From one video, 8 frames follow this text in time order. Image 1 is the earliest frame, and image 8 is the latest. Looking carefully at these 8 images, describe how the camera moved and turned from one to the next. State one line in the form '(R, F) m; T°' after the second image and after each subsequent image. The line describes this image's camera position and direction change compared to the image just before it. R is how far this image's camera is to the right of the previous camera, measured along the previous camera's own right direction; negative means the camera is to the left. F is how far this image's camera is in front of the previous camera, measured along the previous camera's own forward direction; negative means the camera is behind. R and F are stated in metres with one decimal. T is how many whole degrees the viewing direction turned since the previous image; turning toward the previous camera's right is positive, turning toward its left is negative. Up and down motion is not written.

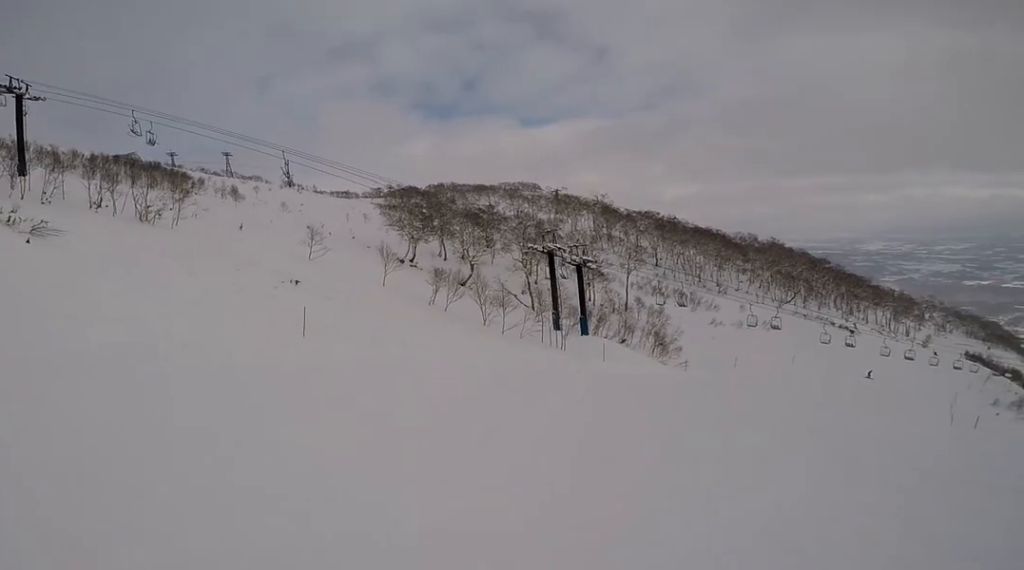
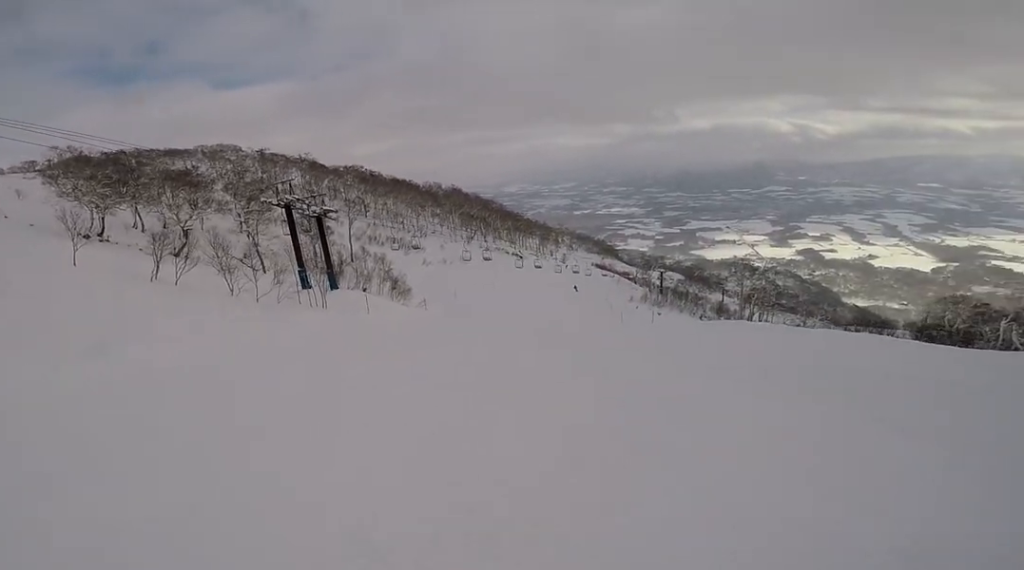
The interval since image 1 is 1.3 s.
(+0.7, +4.6) m; +19°
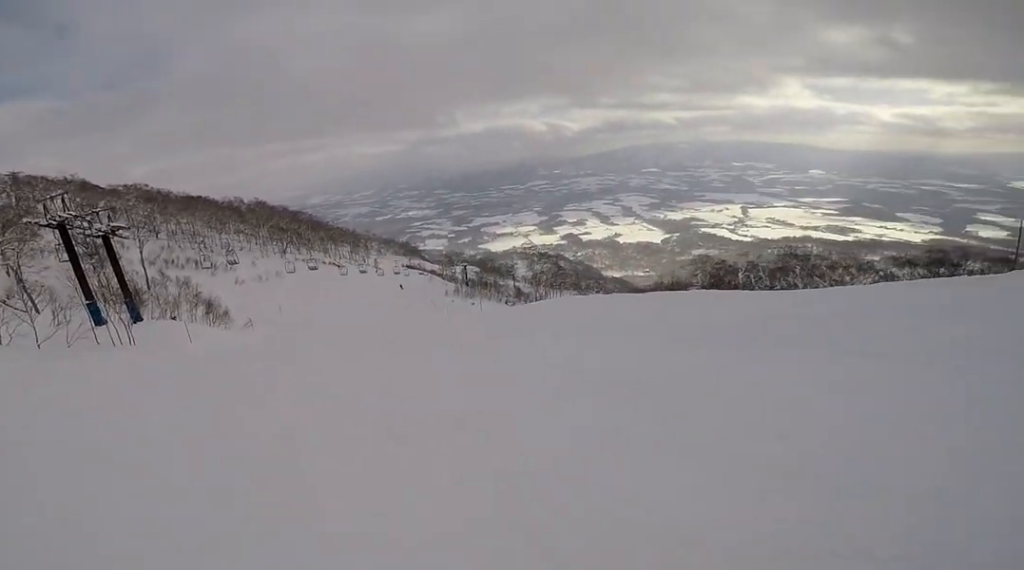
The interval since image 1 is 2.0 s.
(+0.3, +2.5) m; +9°
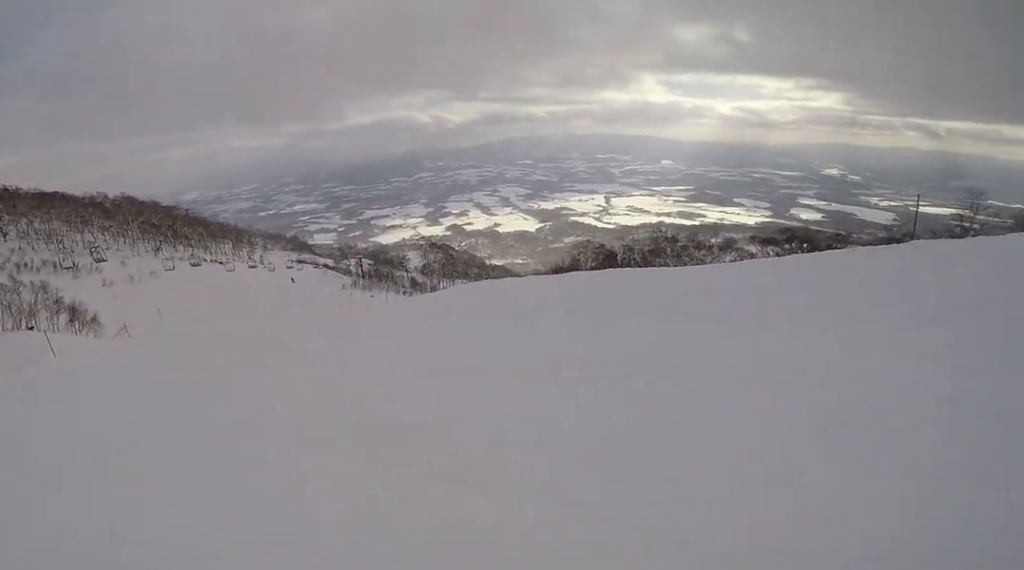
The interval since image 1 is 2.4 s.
(+0.1, +1.6) m; +5°
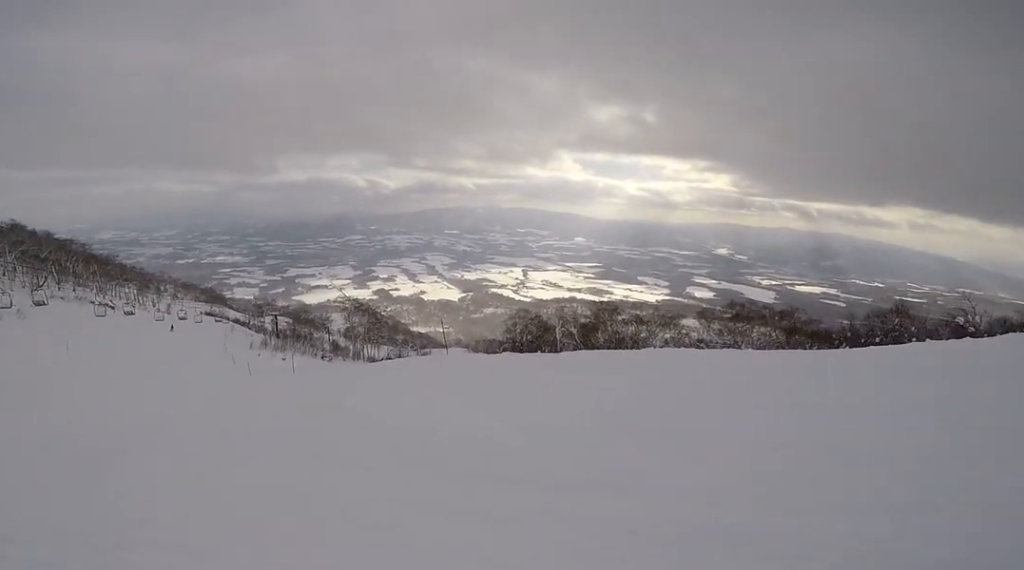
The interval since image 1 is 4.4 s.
(+0.9, +8.2) m; +1°
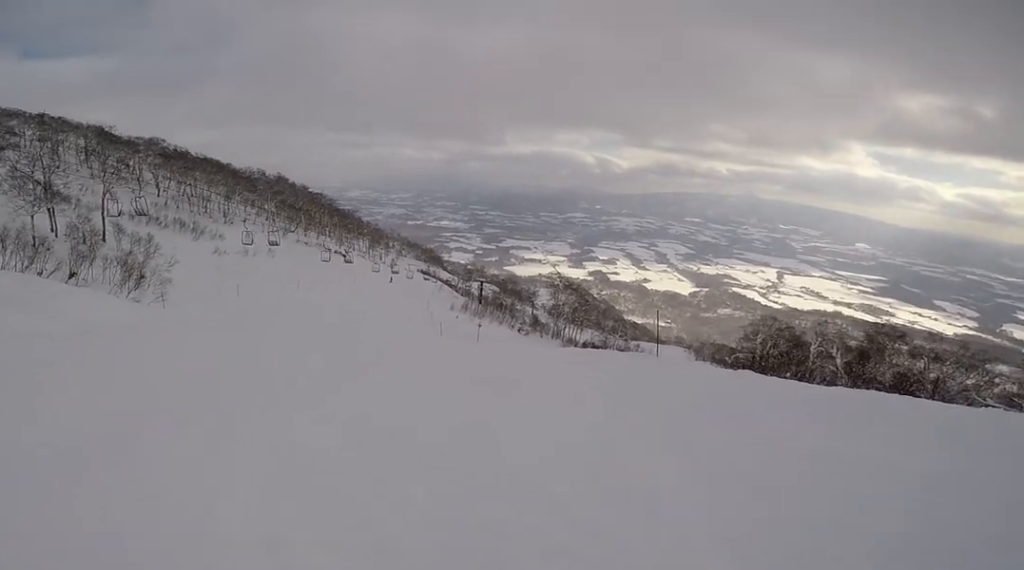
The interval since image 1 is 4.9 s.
(-0.1, +2.2) m; -8°
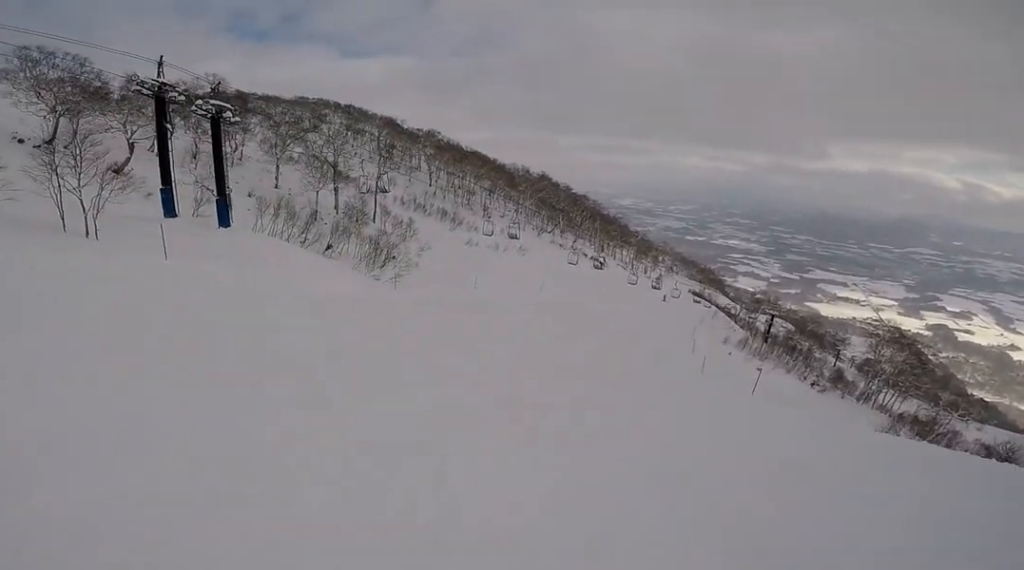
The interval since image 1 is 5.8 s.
(-0.5, +3.8) m; -9°
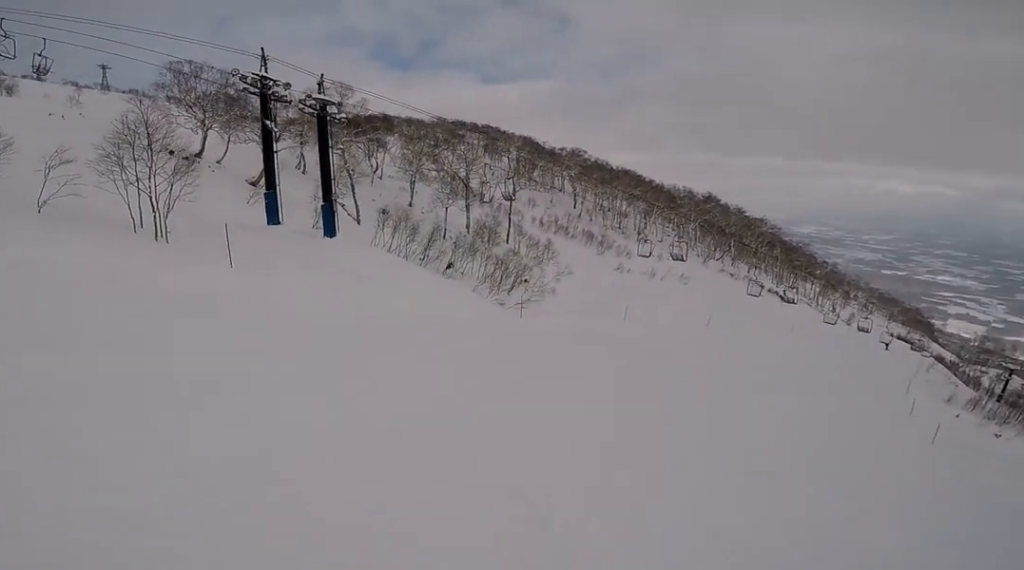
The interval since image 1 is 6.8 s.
(-0.2, +4.7) m; -1°
